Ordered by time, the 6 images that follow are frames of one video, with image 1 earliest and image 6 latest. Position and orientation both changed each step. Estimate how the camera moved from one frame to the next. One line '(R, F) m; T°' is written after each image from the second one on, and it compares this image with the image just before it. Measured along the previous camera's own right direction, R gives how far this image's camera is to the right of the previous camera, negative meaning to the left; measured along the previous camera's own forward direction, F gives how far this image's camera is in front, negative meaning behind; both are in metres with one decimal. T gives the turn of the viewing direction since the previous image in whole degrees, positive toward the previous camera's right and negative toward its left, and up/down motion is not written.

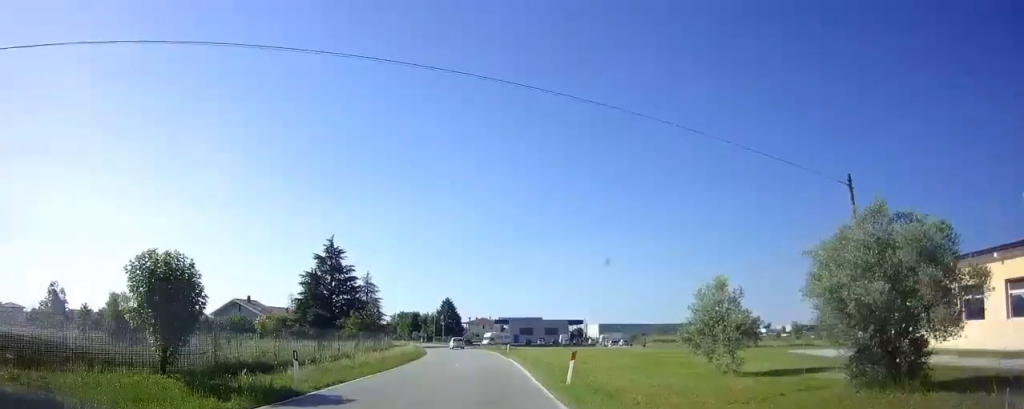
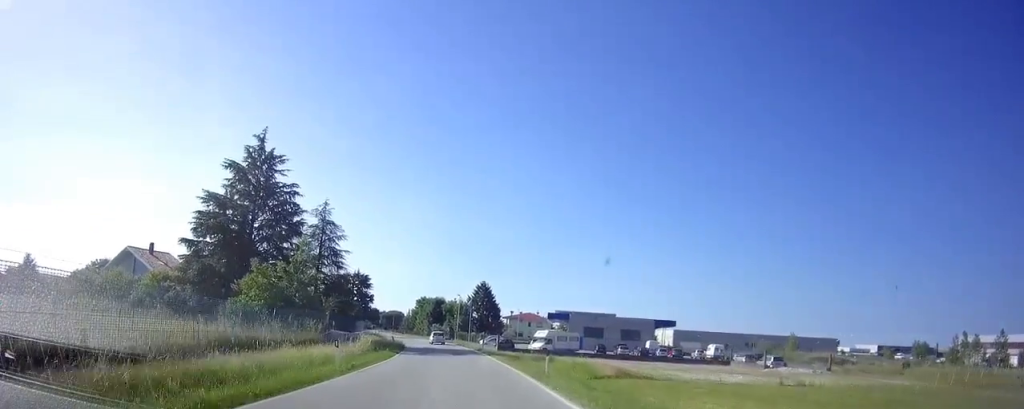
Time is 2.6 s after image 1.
(-2.3, +45.4) m; -7°
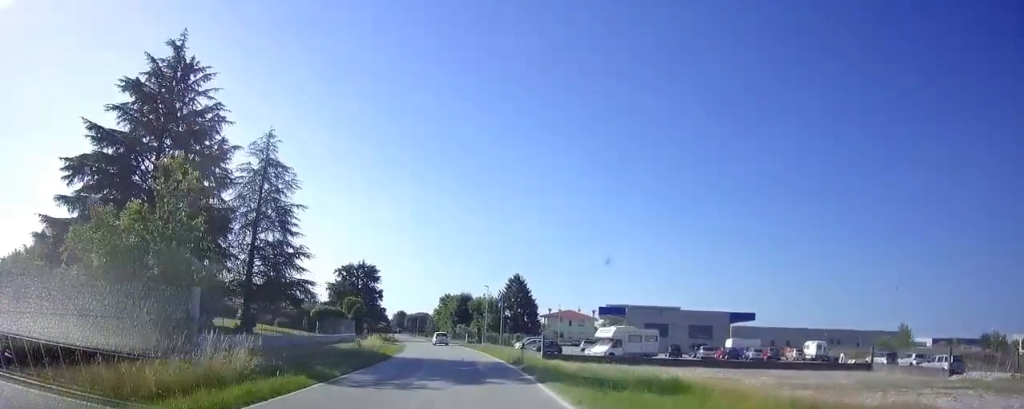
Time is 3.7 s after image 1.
(-0.5, +19.3) m; -3°
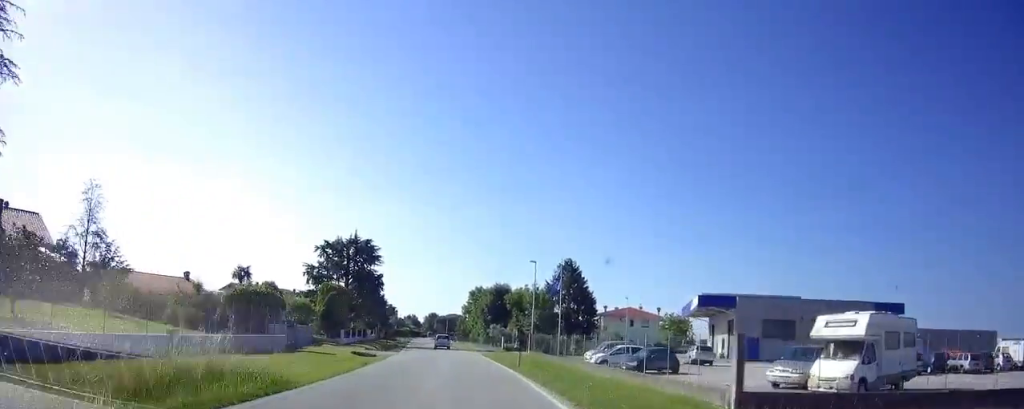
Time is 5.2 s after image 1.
(-1.0, +26.1) m; -4°
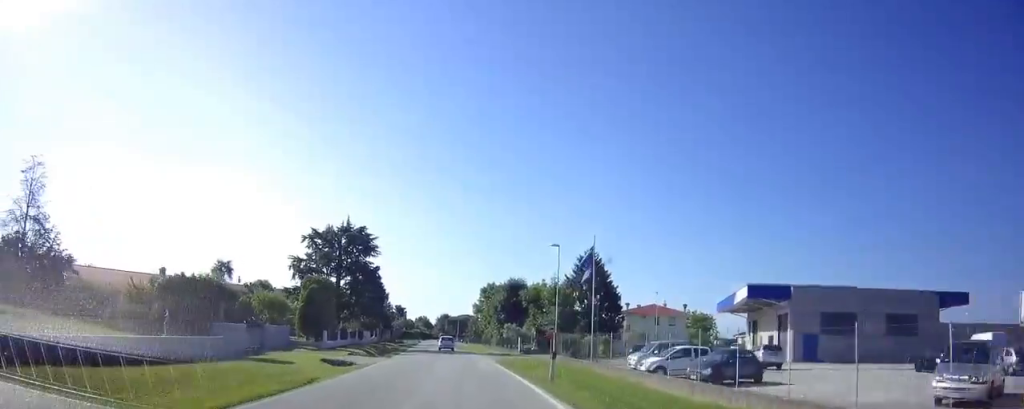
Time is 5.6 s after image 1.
(0.0, +8.1) m; -1°
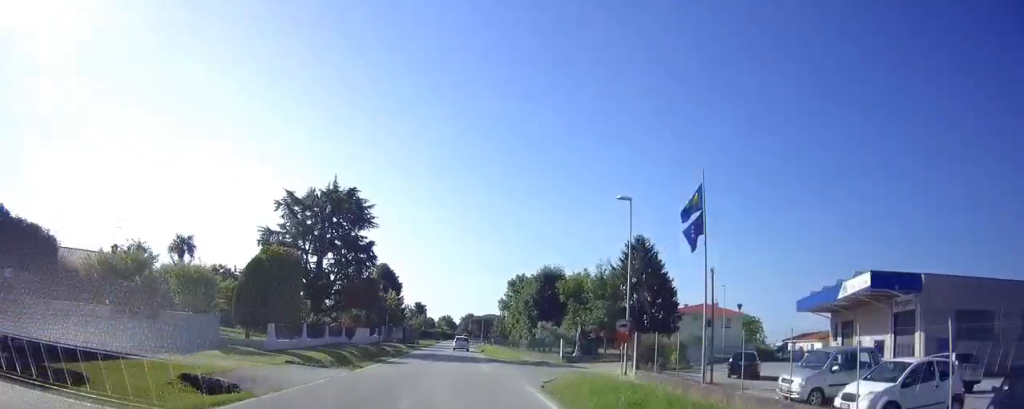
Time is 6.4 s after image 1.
(-0.3, +13.2) m; -2°
